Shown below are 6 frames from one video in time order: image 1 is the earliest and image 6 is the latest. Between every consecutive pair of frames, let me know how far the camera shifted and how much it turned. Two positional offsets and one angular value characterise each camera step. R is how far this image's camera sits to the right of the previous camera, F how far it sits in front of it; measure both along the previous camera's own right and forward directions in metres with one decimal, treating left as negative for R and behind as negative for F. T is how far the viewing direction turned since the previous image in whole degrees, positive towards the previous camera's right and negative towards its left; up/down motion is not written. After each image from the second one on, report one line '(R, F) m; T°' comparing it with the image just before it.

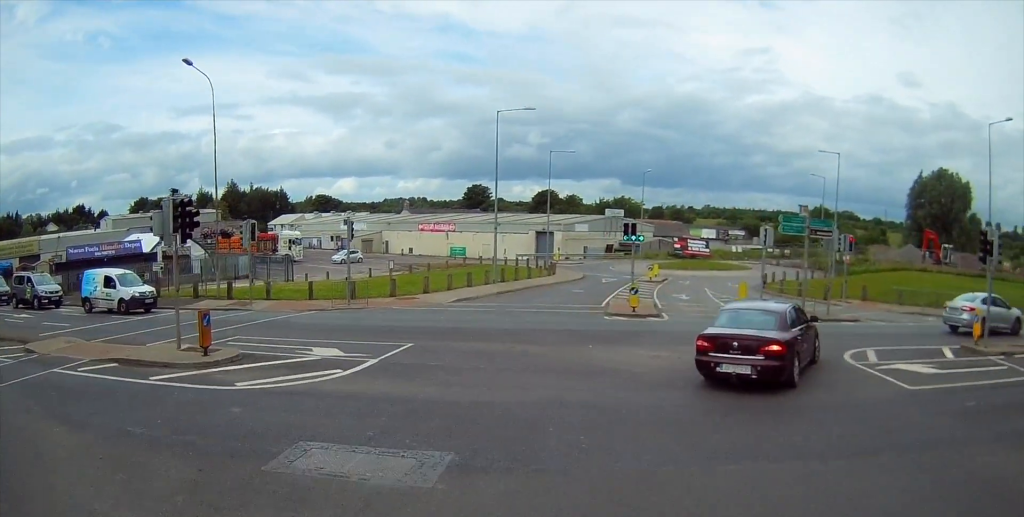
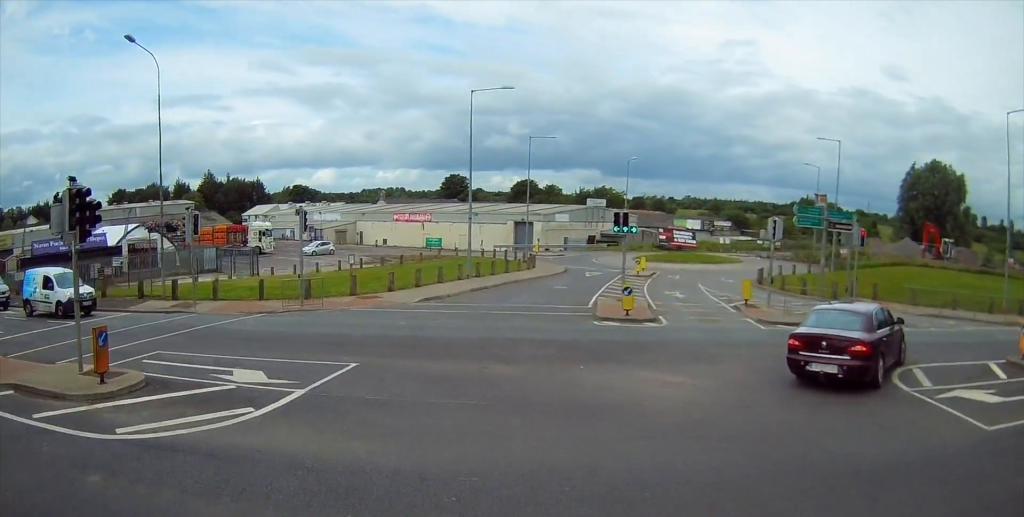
(0.0, +3.4) m; +2°
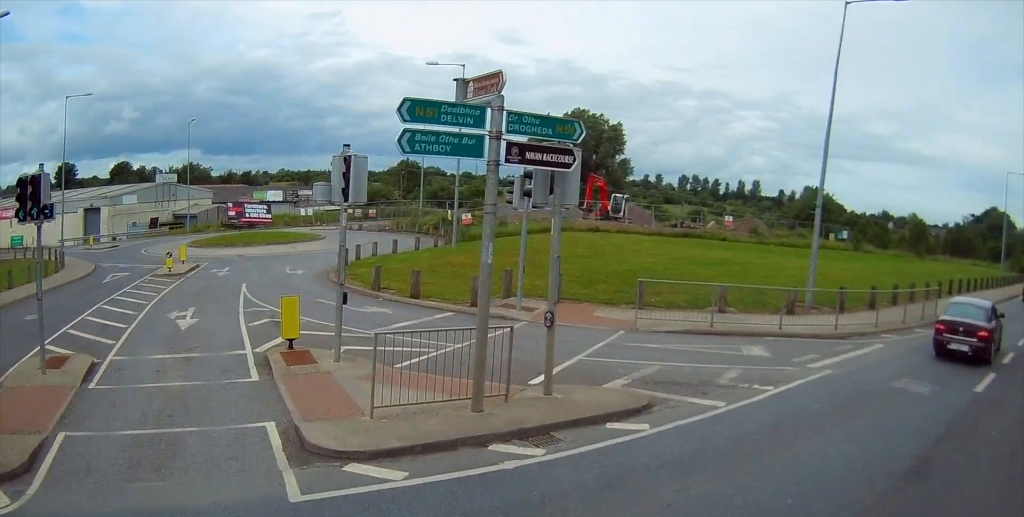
(+3.8, +13.7) m; +35°
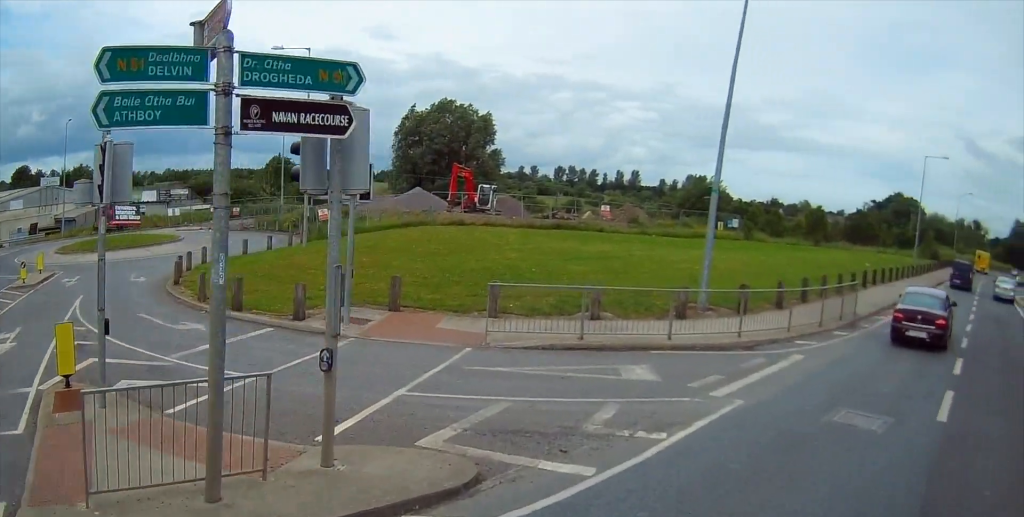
(+0.1, +3.0) m; +8°
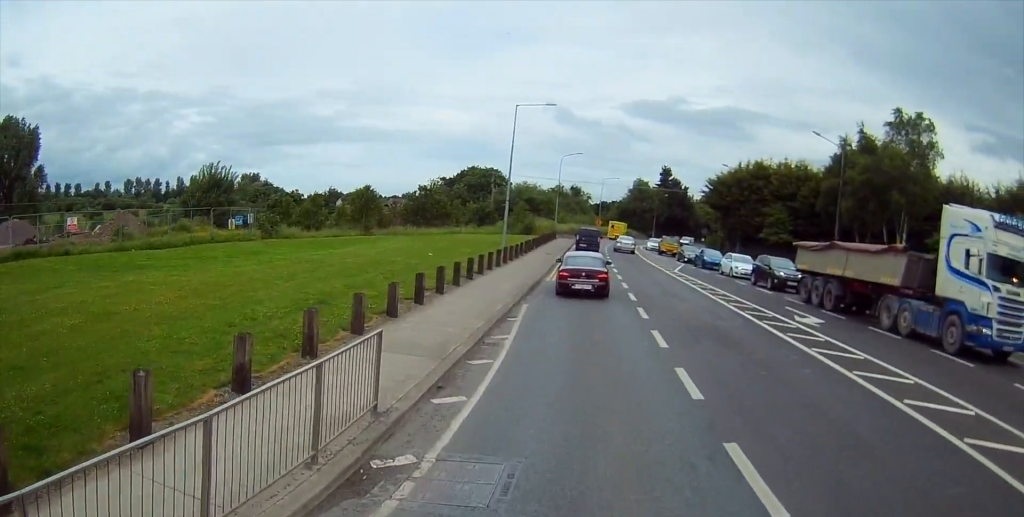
(+4.0, +11.5) m; +40°
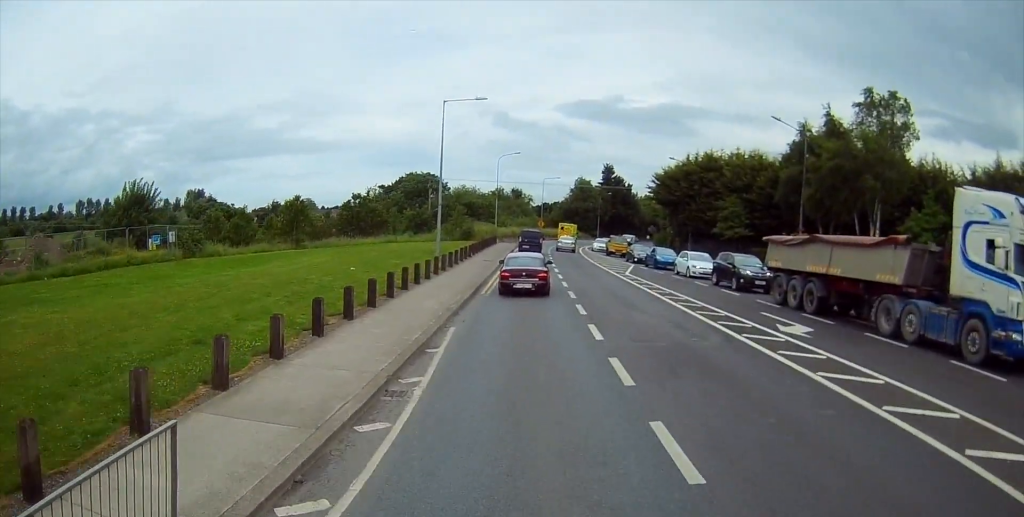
(+0.4, +3.2) m; +5°
